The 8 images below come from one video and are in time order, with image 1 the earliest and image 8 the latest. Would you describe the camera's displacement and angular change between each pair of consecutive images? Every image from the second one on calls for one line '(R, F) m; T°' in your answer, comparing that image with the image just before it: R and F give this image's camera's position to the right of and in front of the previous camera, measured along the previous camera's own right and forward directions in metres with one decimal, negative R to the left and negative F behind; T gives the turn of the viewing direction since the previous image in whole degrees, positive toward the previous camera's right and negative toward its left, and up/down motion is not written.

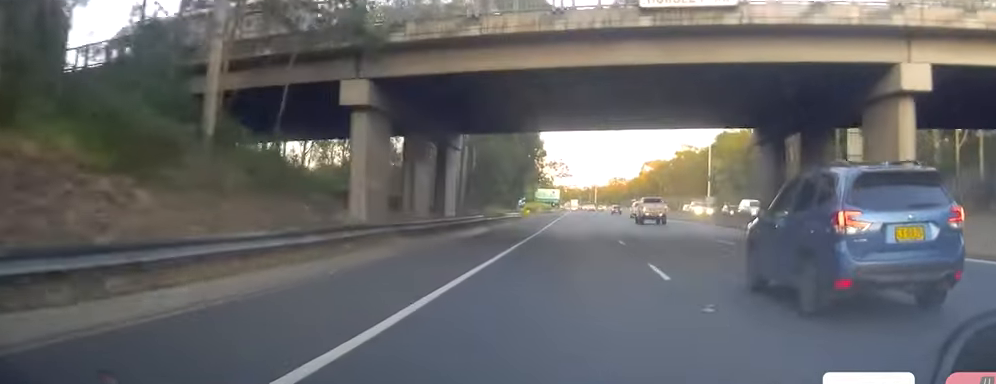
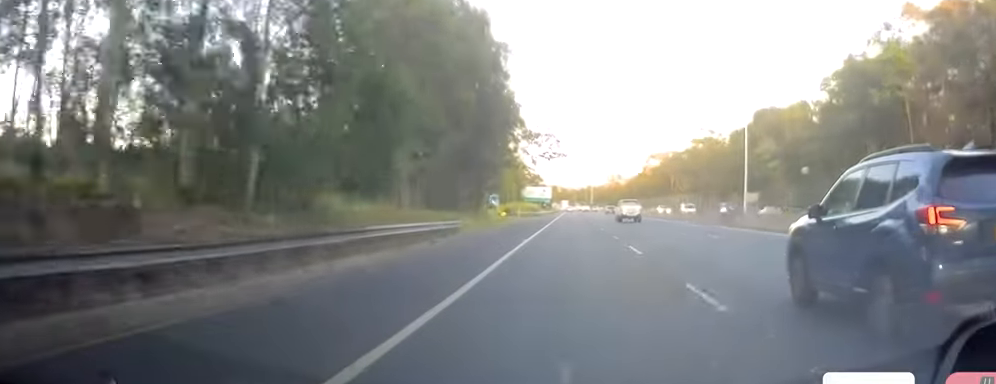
(-0.8, +40.0) m; -1°
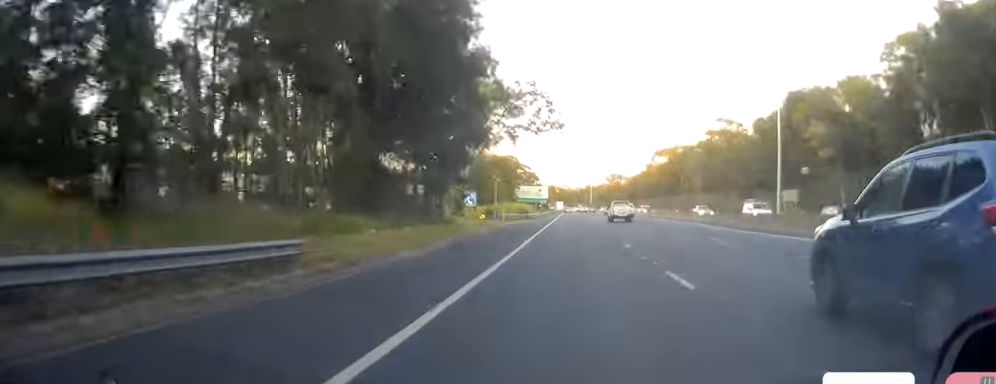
(+0.3, +21.2) m; +1°
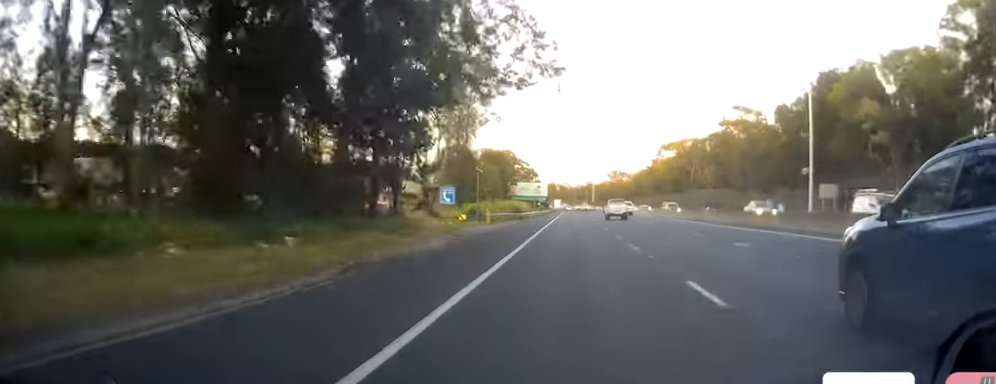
(0.0, +14.1) m; -1°
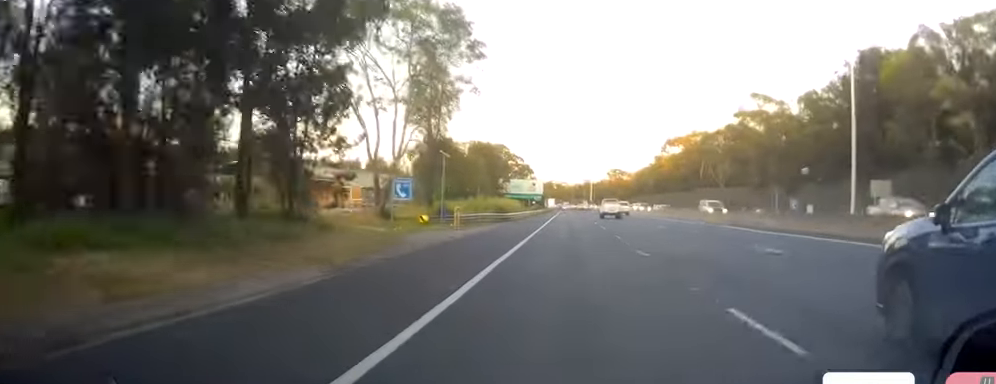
(+0.1, +15.0) m; -1°
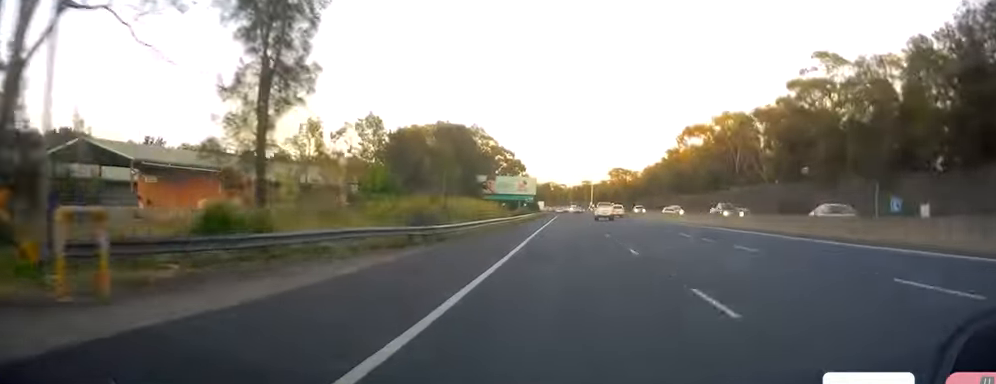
(-0.3, +33.5) m; +1°
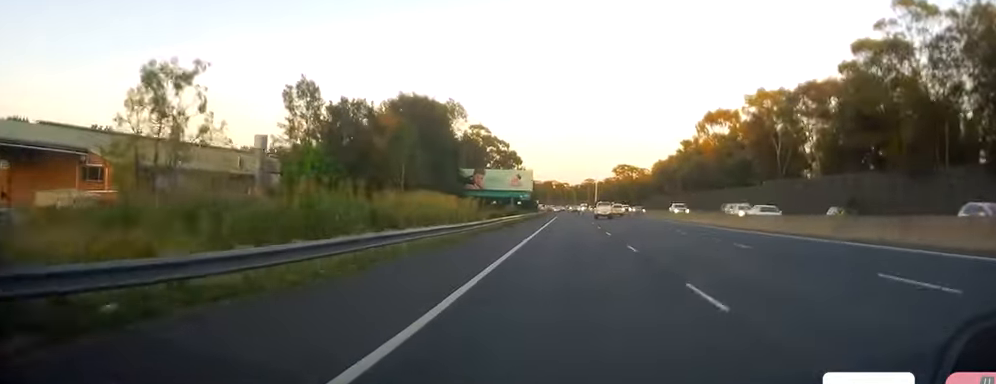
(+0.4, +22.8) m; +1°
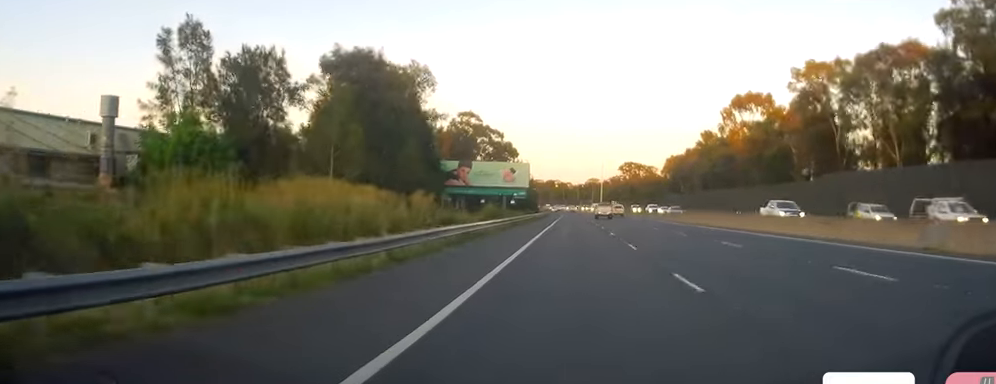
(+0.4, +21.1) m; 0°
